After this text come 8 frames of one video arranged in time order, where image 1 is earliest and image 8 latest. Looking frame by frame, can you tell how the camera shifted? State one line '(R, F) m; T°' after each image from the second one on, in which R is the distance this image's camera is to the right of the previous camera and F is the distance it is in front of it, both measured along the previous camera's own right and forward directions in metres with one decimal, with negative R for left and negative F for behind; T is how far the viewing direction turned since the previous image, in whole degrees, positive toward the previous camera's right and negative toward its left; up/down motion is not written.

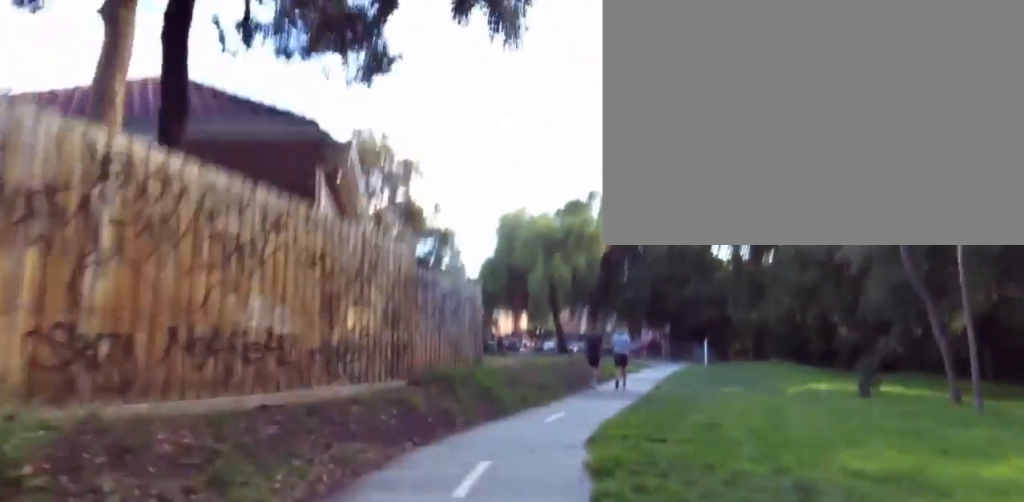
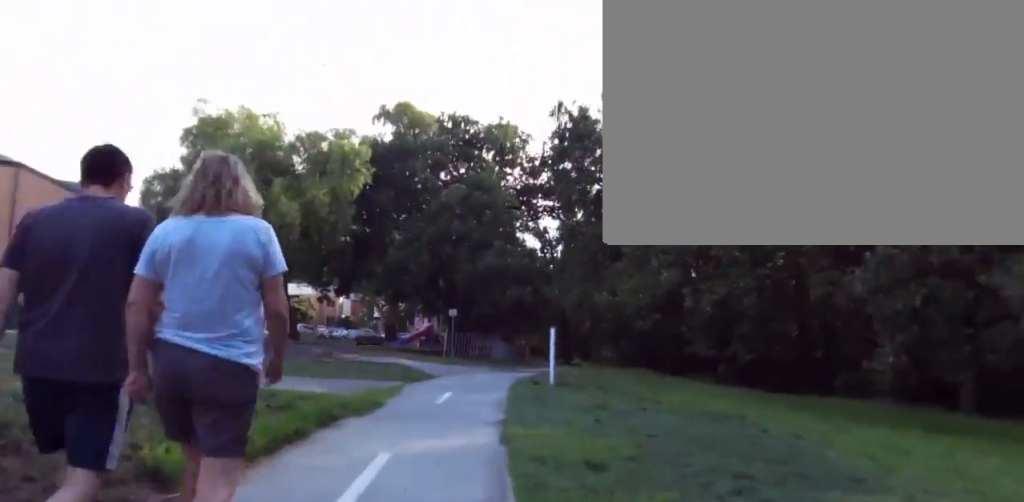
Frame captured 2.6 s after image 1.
(+4.1, +18.9) m; +22°
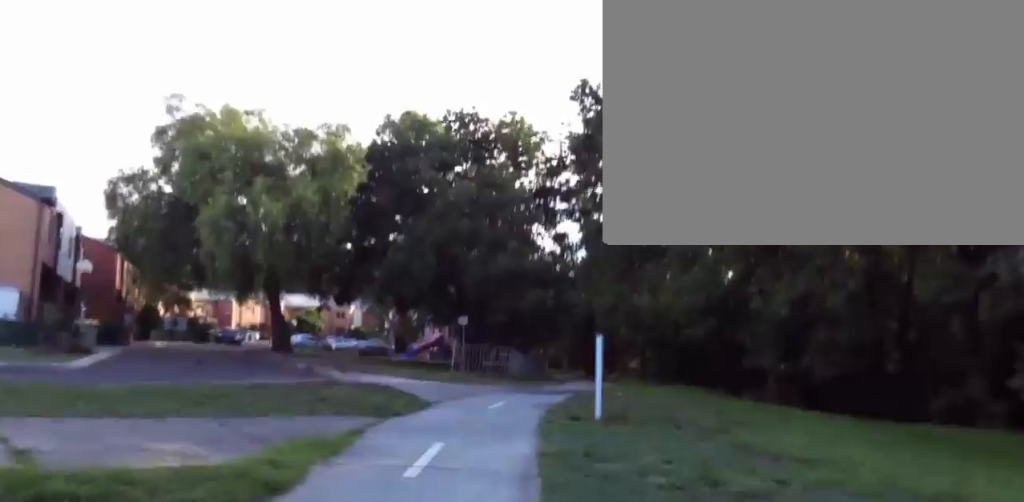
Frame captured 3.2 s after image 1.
(+0.2, +4.0) m; +3°
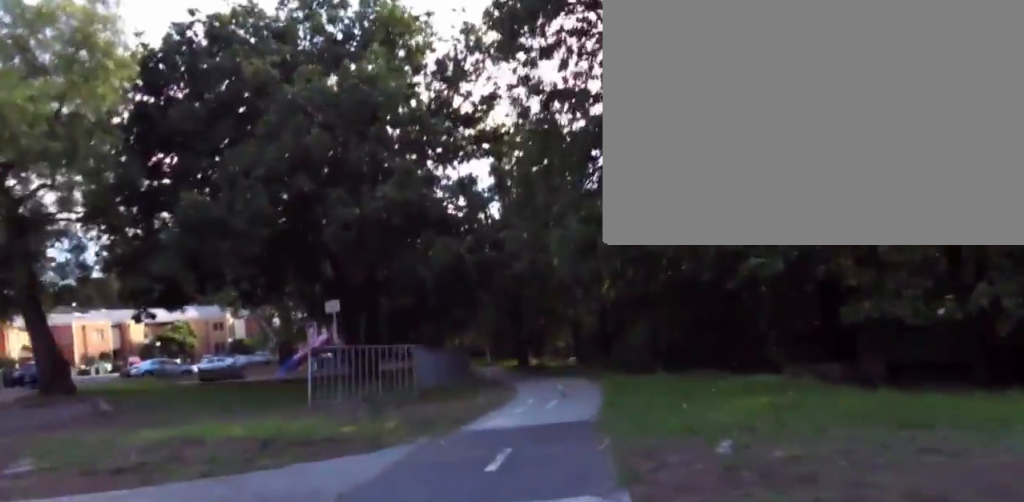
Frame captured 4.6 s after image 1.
(+0.6, +9.2) m; +4°
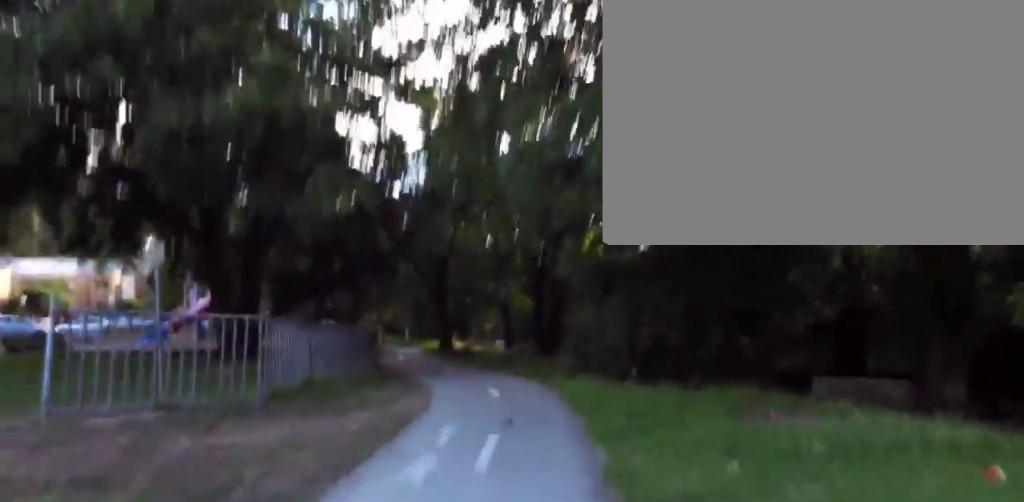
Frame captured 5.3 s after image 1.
(0.0, +4.8) m; -3°
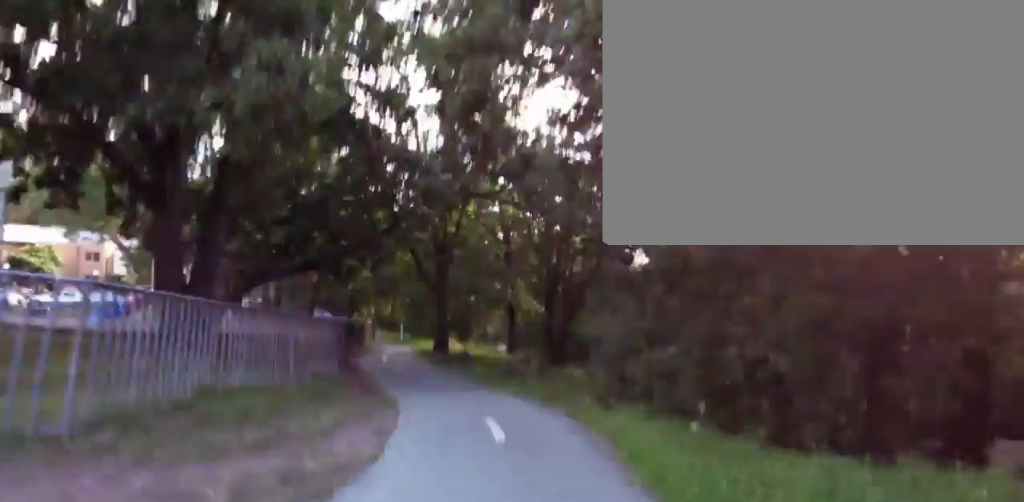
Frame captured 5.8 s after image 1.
(+0.1, +3.5) m; -3°
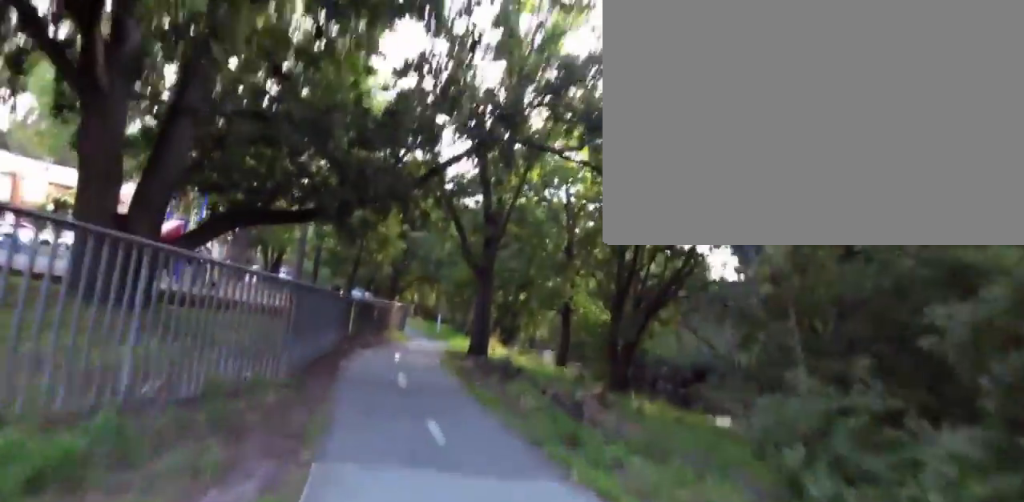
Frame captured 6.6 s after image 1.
(-0.5, +5.2) m; -1°
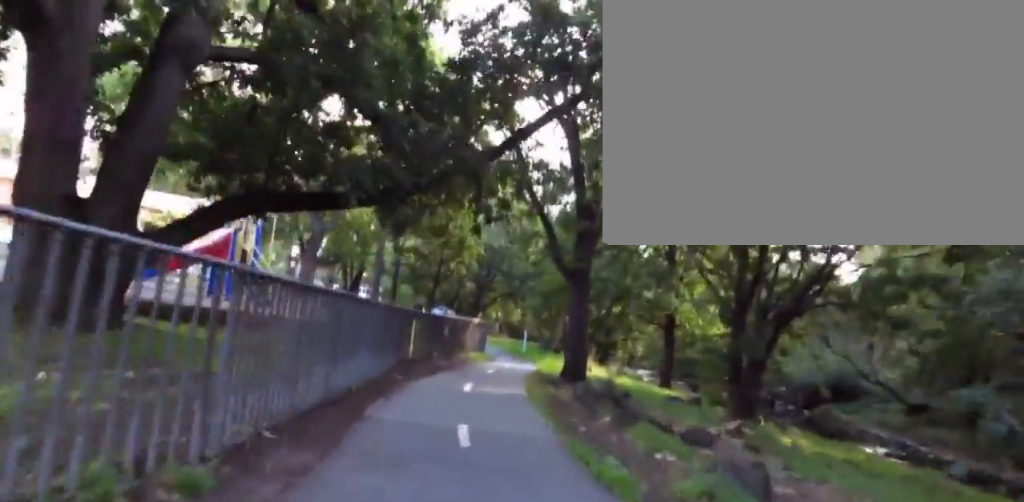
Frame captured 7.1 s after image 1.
(+0.1, +3.8) m; +1°
